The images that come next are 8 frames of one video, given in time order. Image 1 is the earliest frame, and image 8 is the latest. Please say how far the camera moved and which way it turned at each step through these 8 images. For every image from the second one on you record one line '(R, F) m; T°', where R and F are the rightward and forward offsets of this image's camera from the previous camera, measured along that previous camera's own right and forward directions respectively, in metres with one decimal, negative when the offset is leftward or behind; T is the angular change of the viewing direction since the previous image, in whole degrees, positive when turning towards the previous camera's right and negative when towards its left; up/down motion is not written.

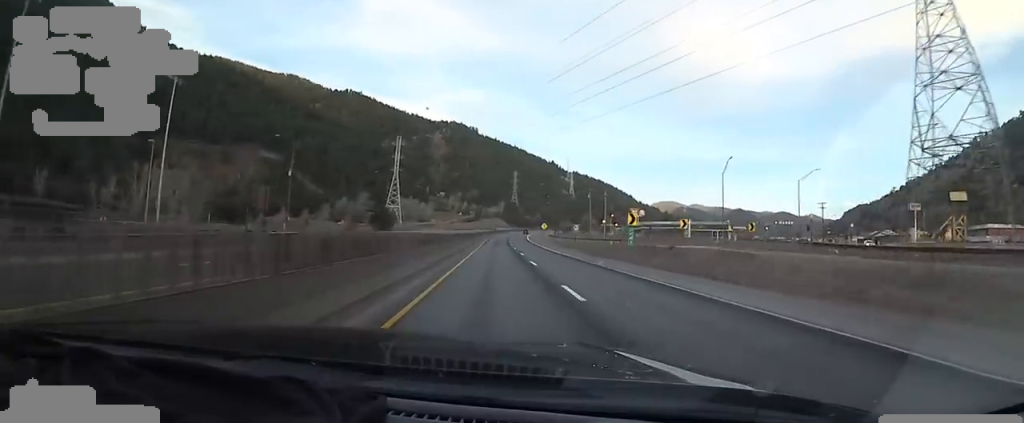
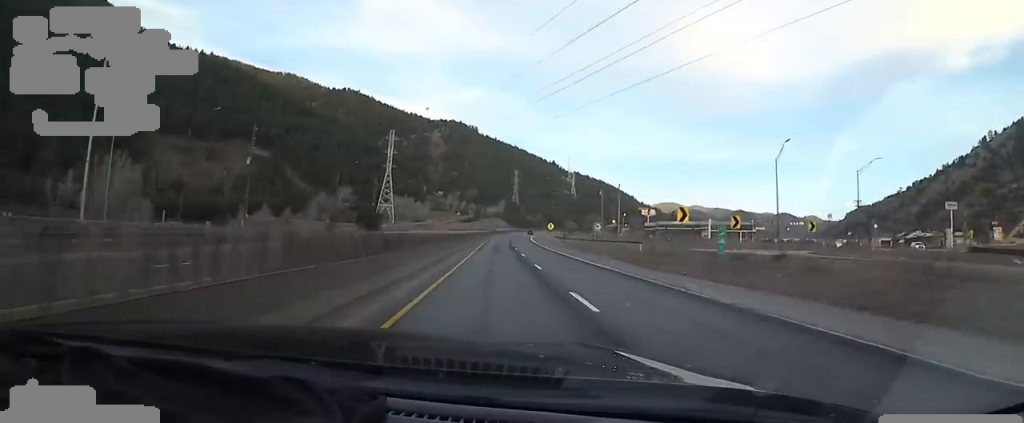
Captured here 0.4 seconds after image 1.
(-0.2, +13.7) m; +1°
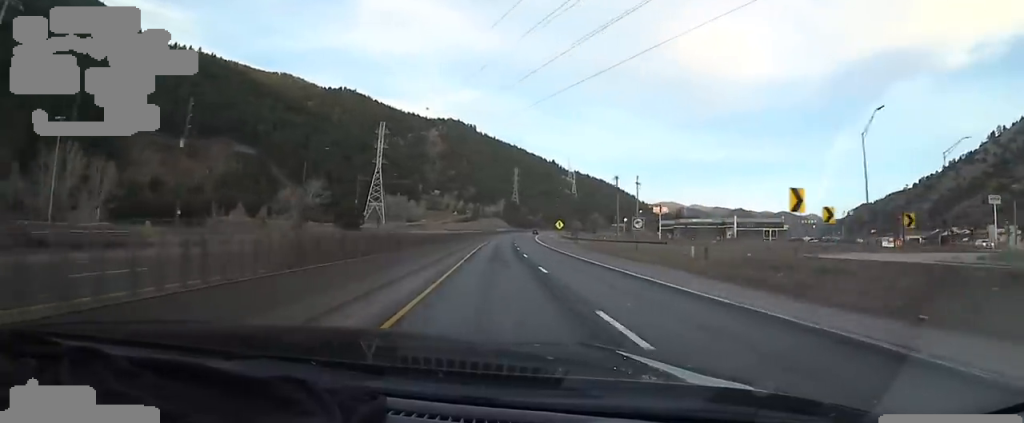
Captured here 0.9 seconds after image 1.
(+0.8, +14.7) m; +1°
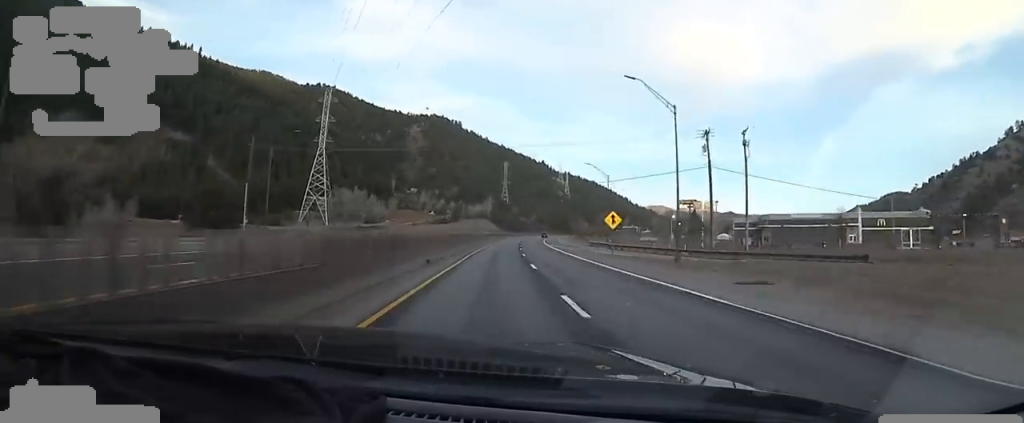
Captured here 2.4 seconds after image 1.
(+0.3, +46.8) m; 0°
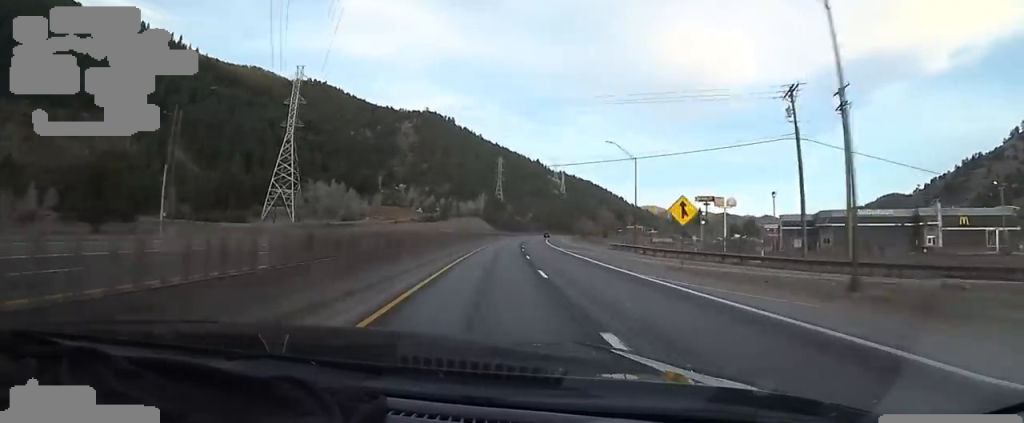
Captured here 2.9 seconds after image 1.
(-0.1, +16.5) m; +2°
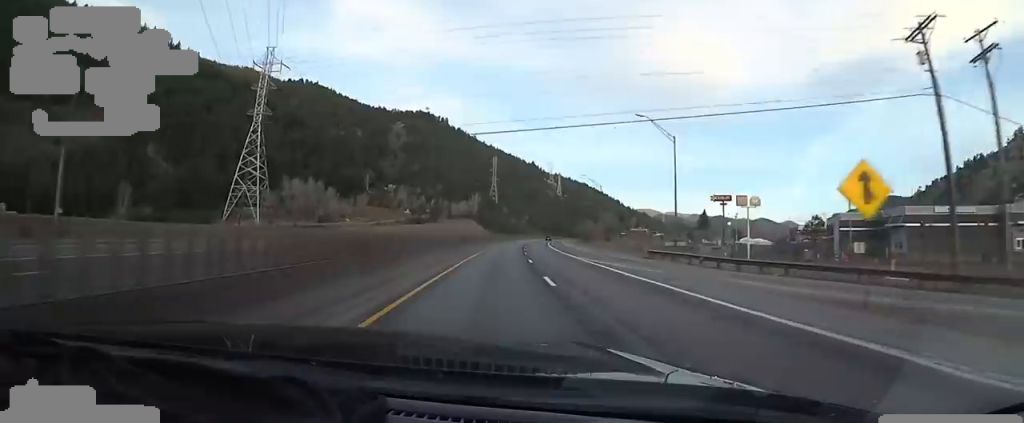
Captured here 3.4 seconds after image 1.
(-0.2, +13.4) m; +1°
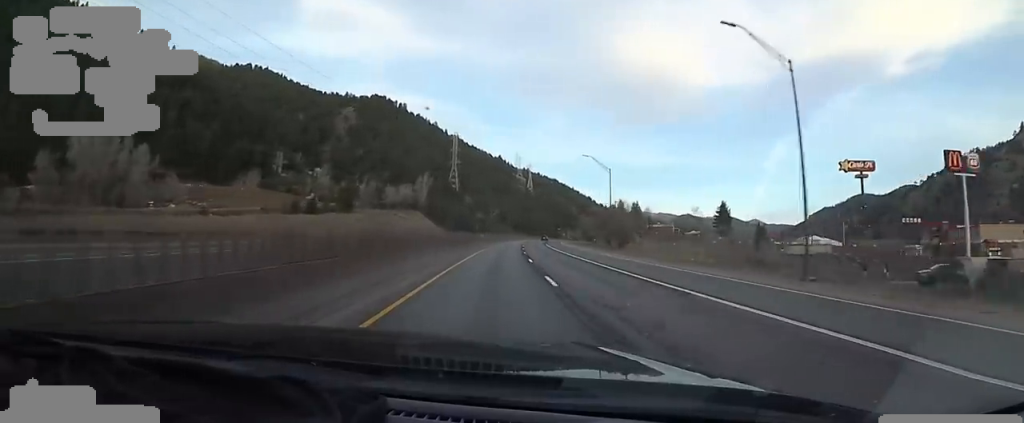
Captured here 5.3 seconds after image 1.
(+0.9, +60.2) m; +1°
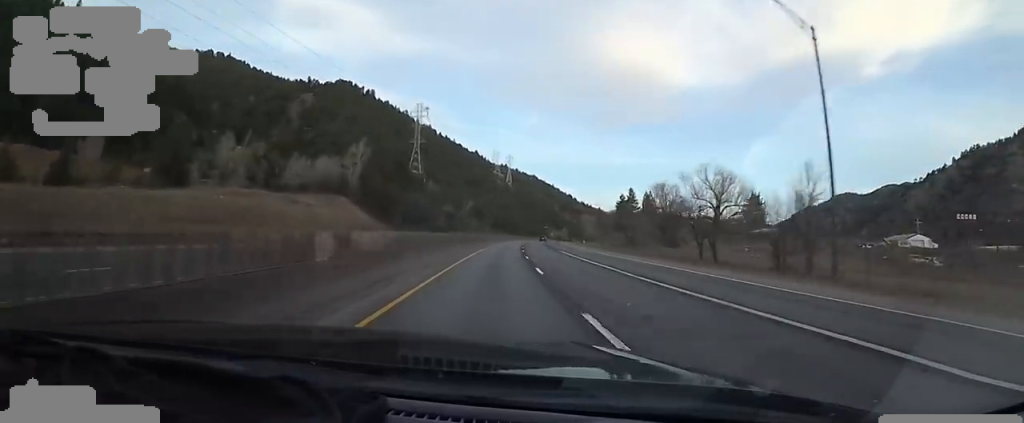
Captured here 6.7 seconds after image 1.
(+3.1, +43.9) m; +6°
